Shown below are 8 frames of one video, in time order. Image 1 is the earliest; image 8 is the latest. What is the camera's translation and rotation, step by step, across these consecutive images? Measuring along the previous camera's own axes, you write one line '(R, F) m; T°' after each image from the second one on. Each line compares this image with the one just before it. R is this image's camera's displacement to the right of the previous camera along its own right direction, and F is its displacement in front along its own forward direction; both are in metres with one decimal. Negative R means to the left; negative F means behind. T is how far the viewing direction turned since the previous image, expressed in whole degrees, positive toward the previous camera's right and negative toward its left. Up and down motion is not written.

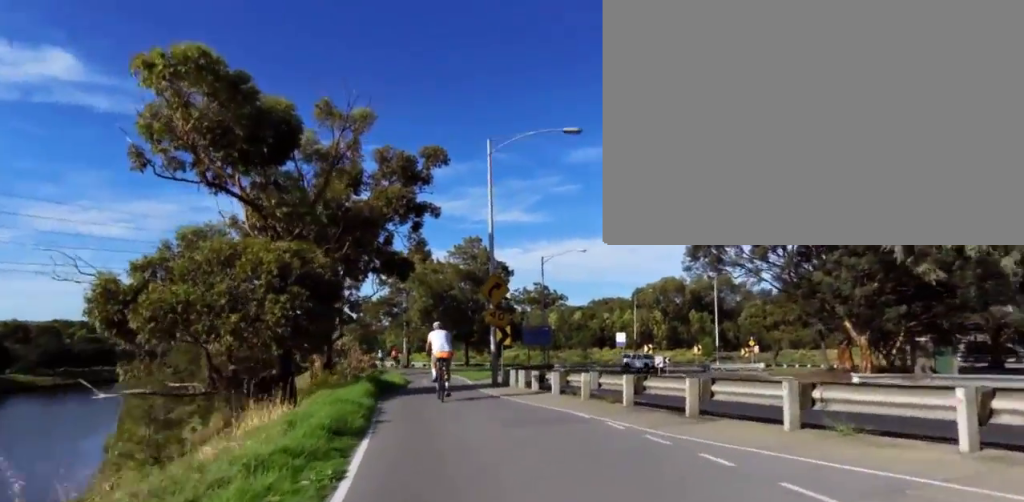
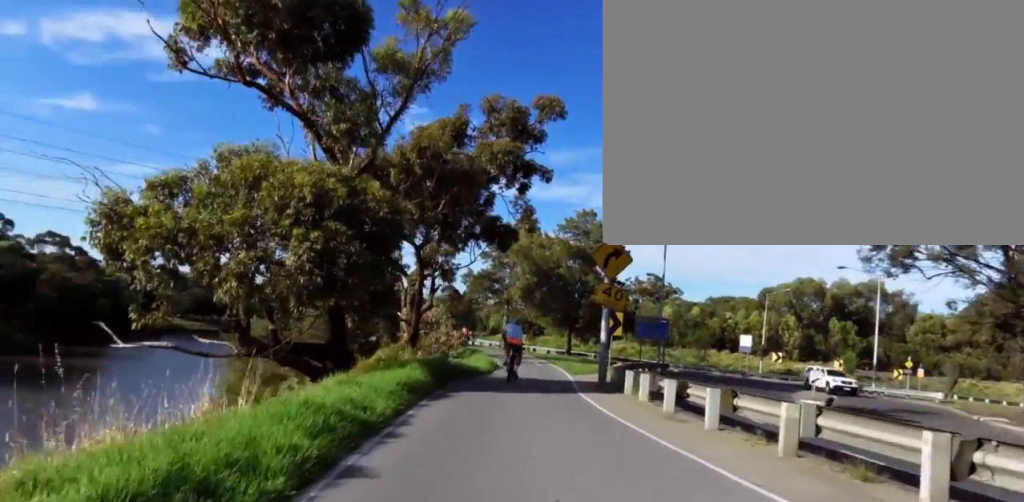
(-1.5, +6.4) m; -20°
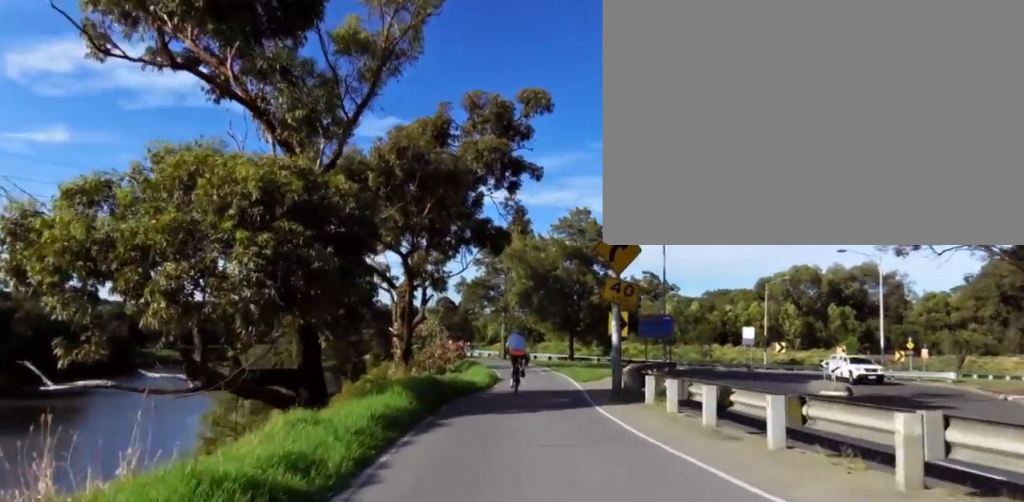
(-0.2, +2.3) m; -3°
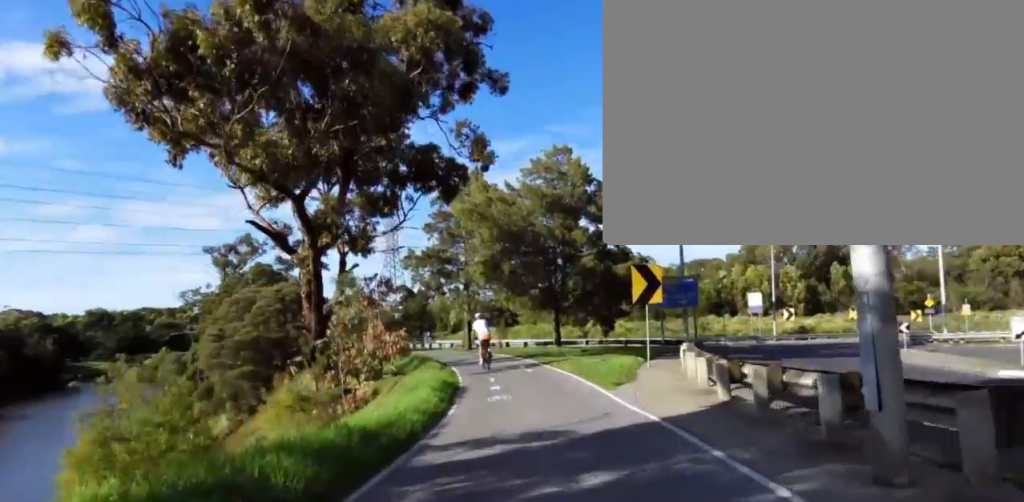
(+0.3, +11.7) m; +3°
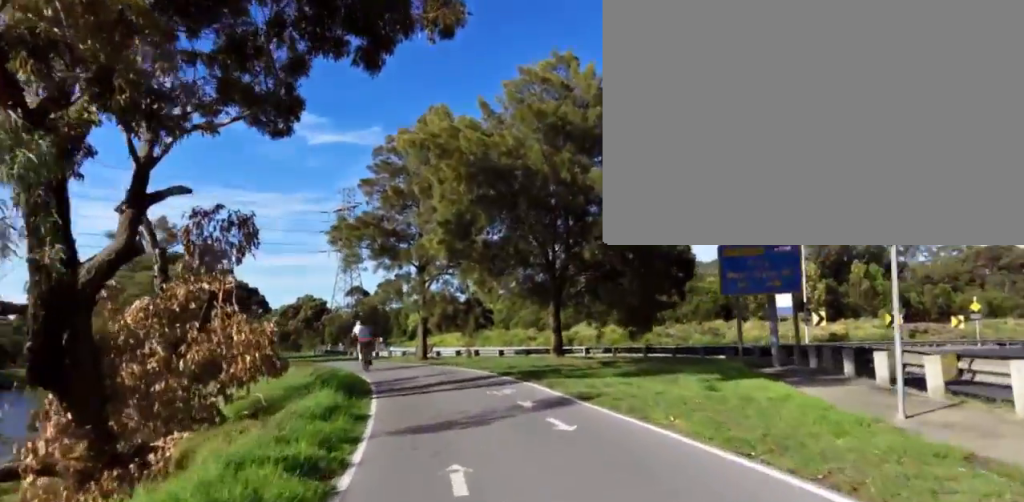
(+0.3, +11.5) m; +3°
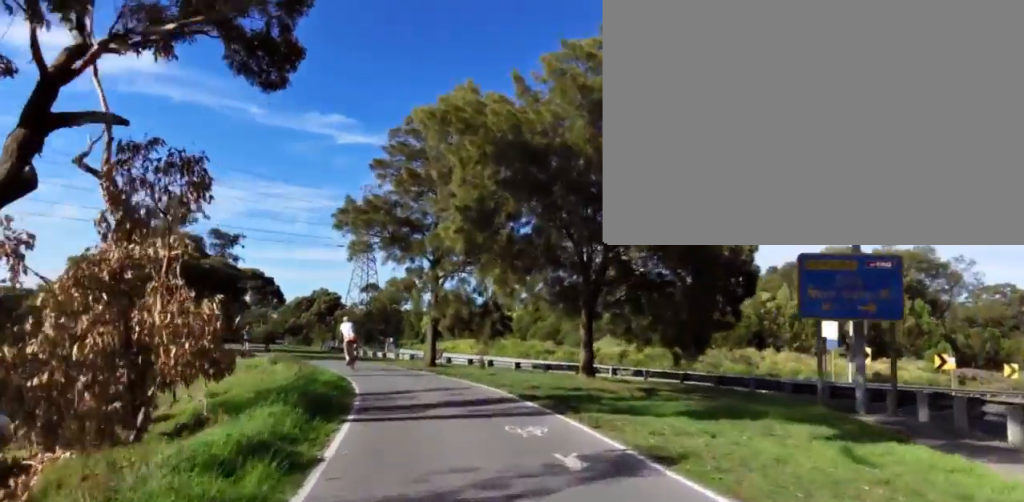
(+0.4, +3.1) m; 0°
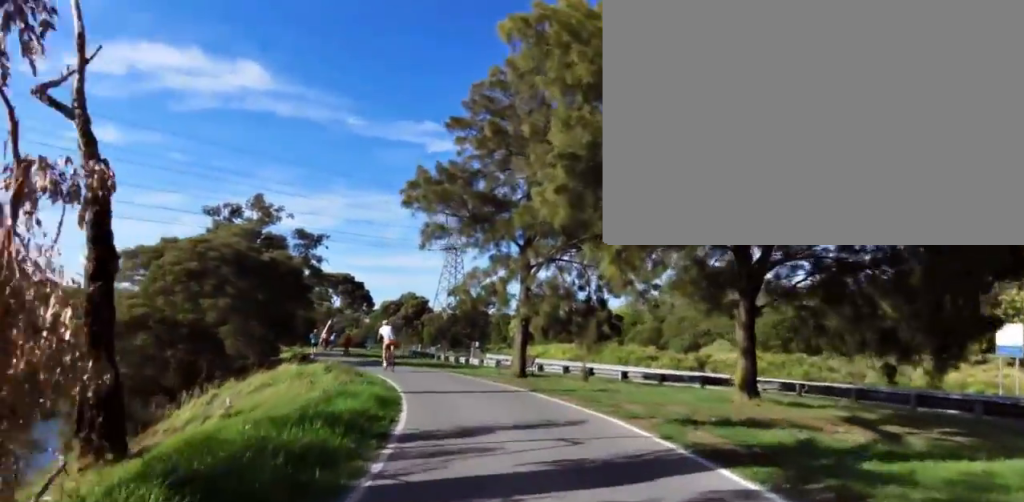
(-0.7, +5.3) m; -6°
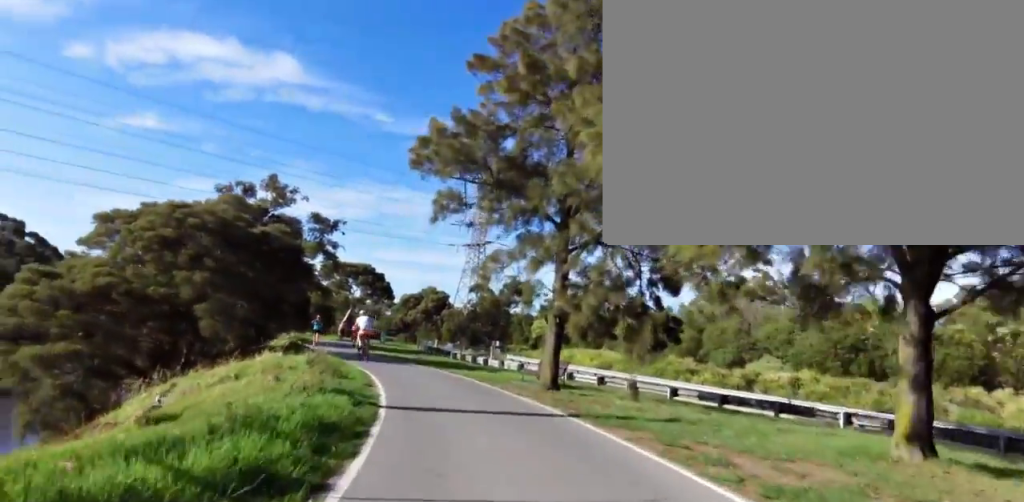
(-0.2, +4.3) m; -4°
